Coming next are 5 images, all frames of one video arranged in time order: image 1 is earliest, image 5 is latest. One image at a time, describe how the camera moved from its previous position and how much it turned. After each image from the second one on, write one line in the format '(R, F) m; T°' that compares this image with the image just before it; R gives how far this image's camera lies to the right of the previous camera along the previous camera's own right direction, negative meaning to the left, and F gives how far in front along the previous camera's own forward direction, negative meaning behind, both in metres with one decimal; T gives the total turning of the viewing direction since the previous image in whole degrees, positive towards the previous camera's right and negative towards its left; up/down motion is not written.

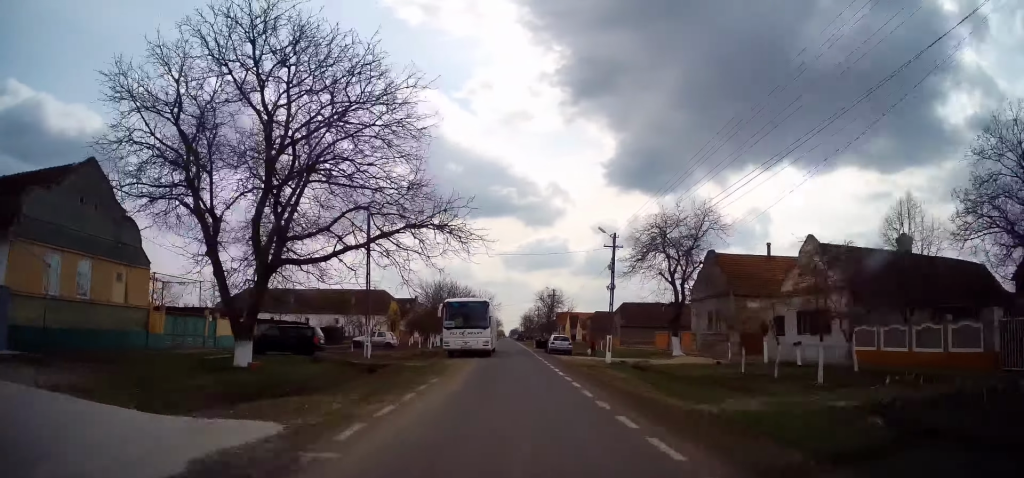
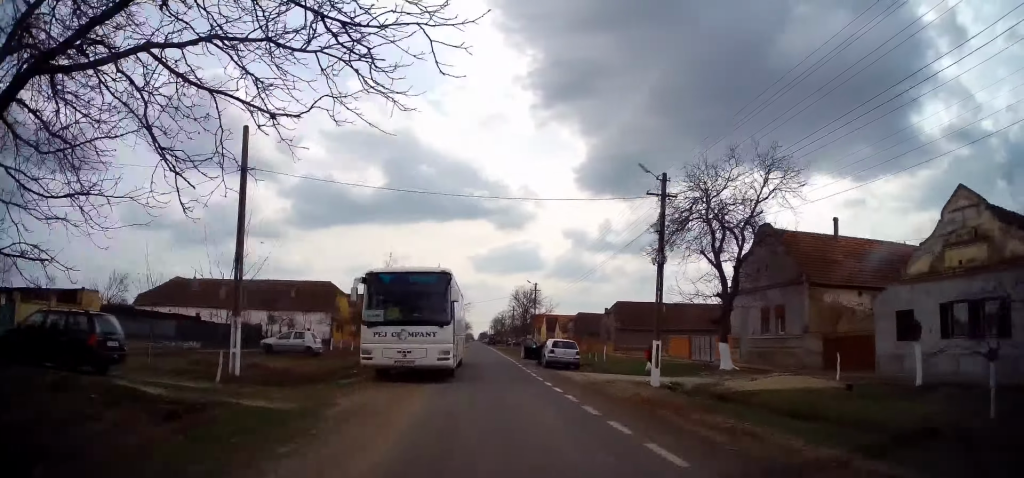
(0.0, +14.1) m; +1°
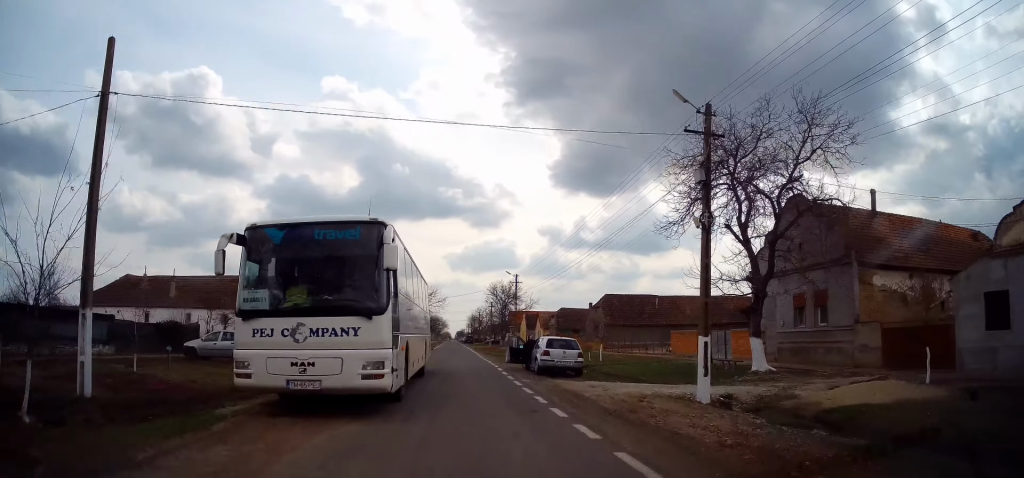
(0.0, +7.2) m; +3°
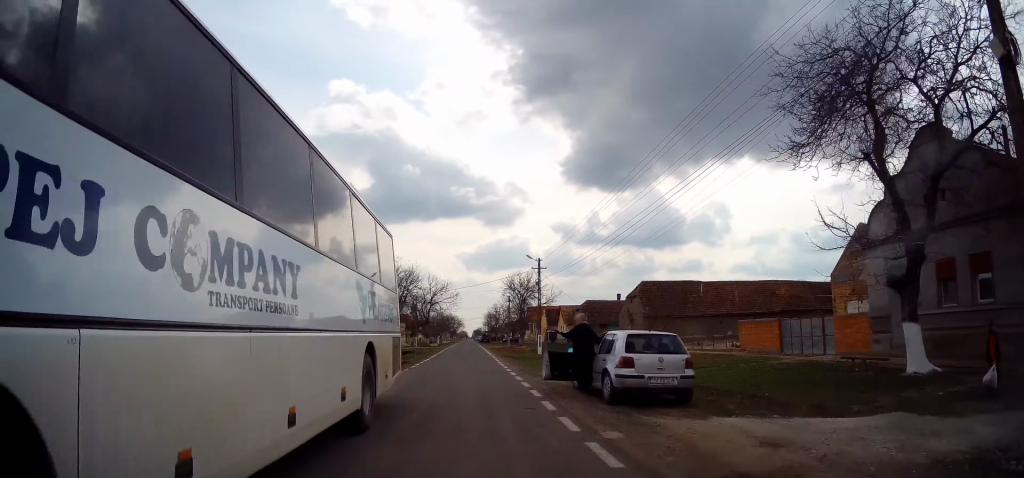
(+0.6, +10.5) m; +1°
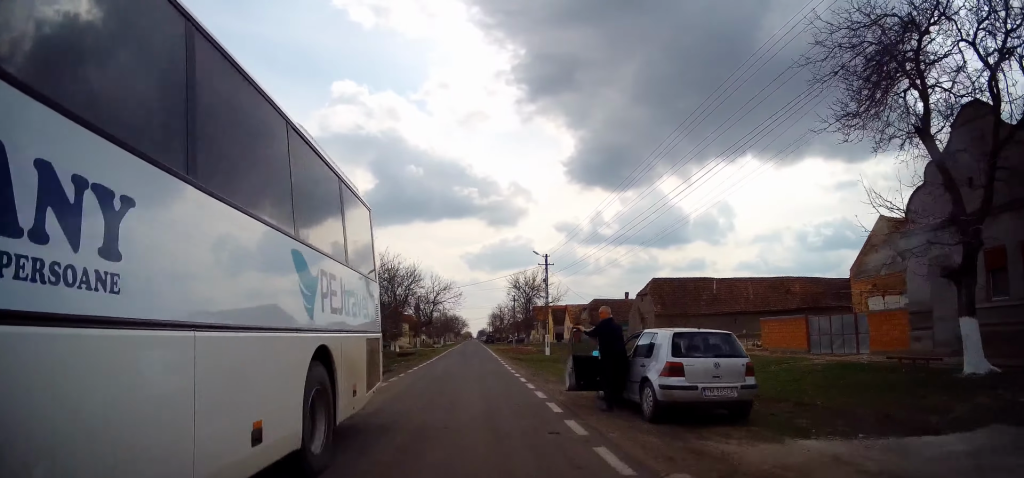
(-0.1, +2.6) m; -2°
